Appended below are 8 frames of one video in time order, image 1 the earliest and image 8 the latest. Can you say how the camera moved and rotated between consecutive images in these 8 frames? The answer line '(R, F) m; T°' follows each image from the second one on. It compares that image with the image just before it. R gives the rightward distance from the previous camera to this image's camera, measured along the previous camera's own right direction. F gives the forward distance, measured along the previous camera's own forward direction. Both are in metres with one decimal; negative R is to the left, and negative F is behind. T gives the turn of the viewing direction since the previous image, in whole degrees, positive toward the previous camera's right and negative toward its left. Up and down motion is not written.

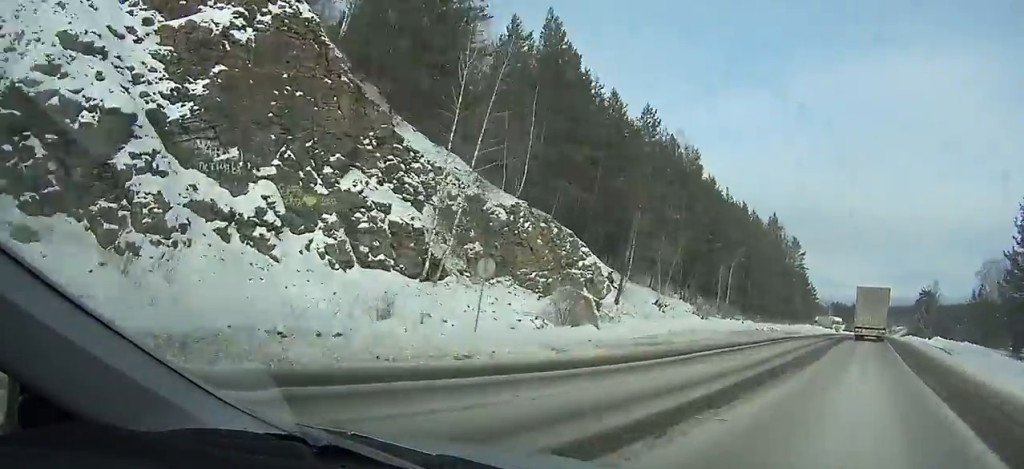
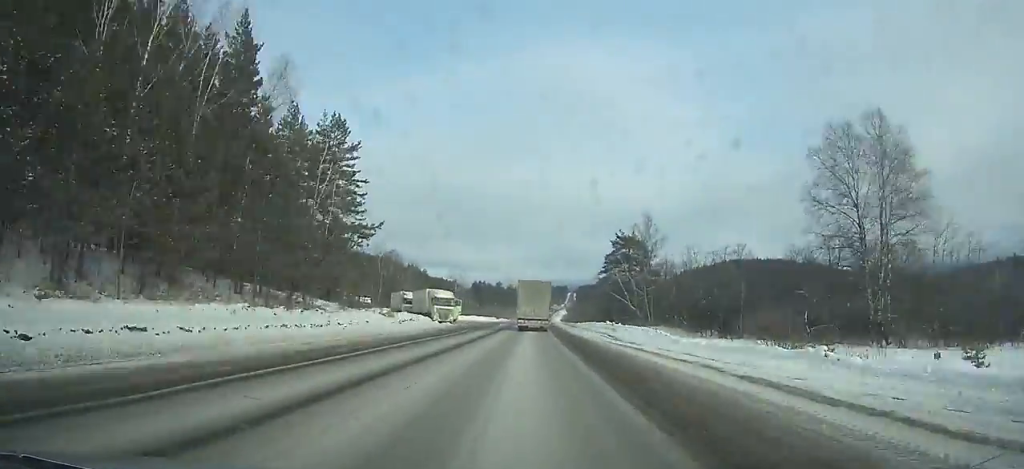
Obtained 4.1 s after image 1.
(+1.1, +85.0) m; +2°
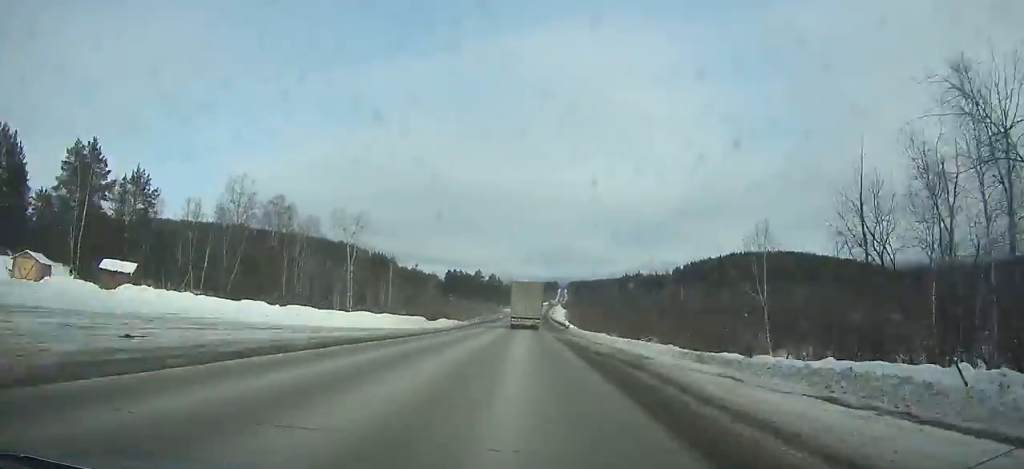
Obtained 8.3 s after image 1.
(+1.4, +89.6) m; +1°
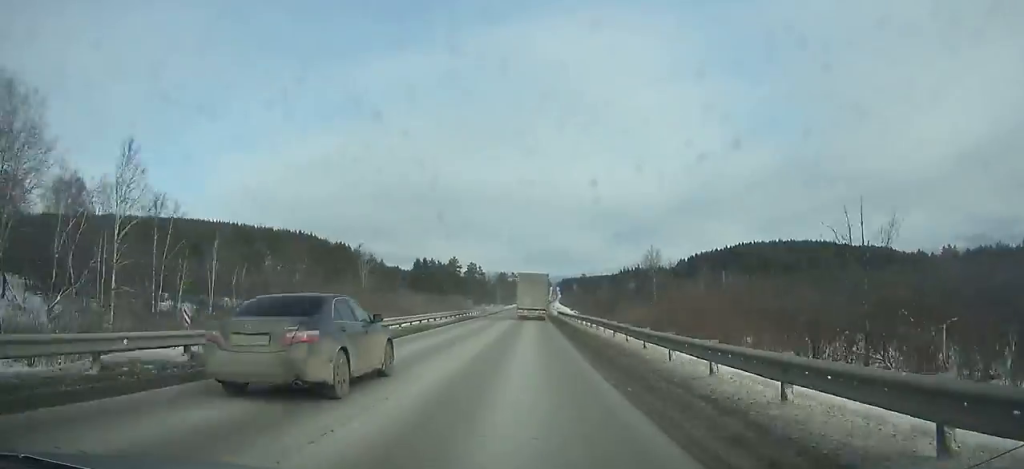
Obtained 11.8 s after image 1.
(+0.3, +76.4) m; +1°
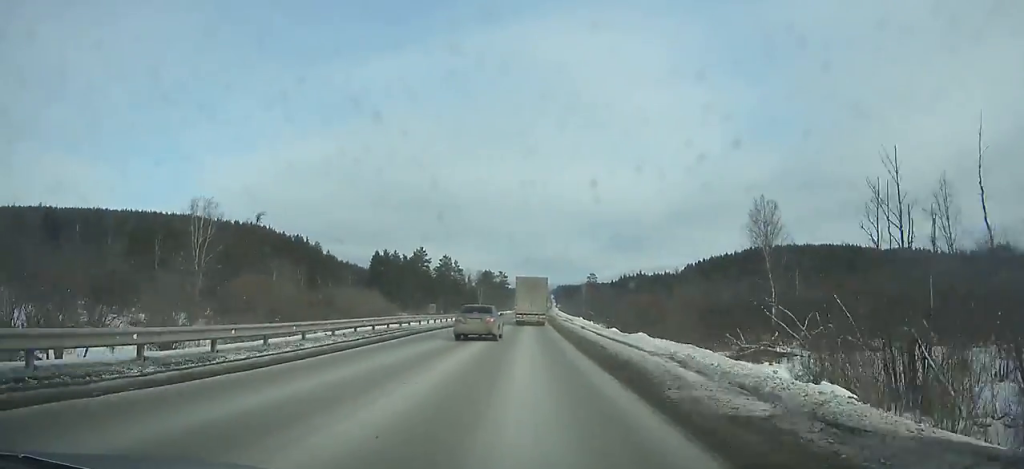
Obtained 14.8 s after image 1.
(+0.6, +65.7) m; +1°
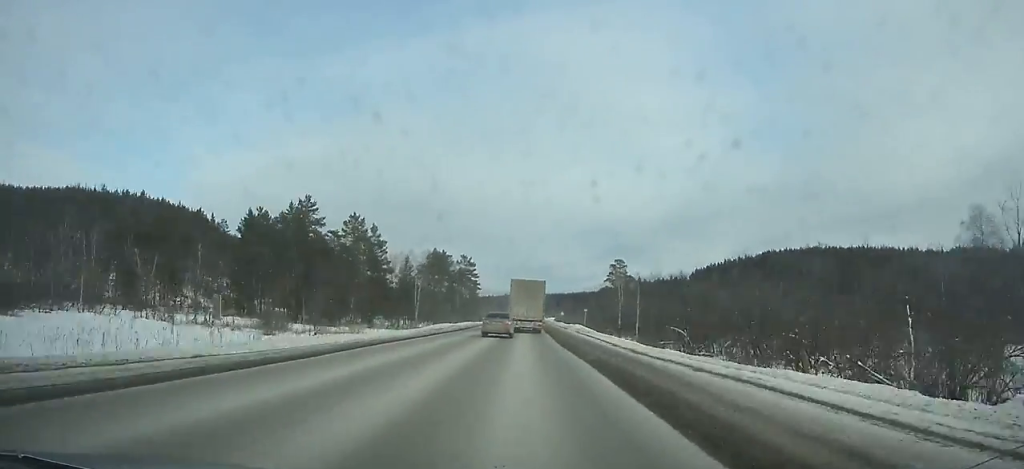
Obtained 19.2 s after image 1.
(+0.9, +94.7) m; +1°
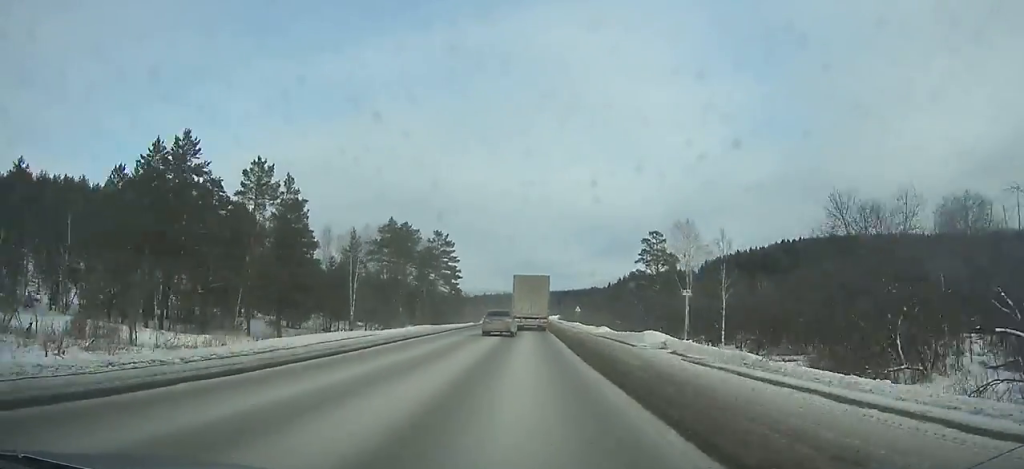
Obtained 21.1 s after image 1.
(+0.1, +39.7) m; 0°
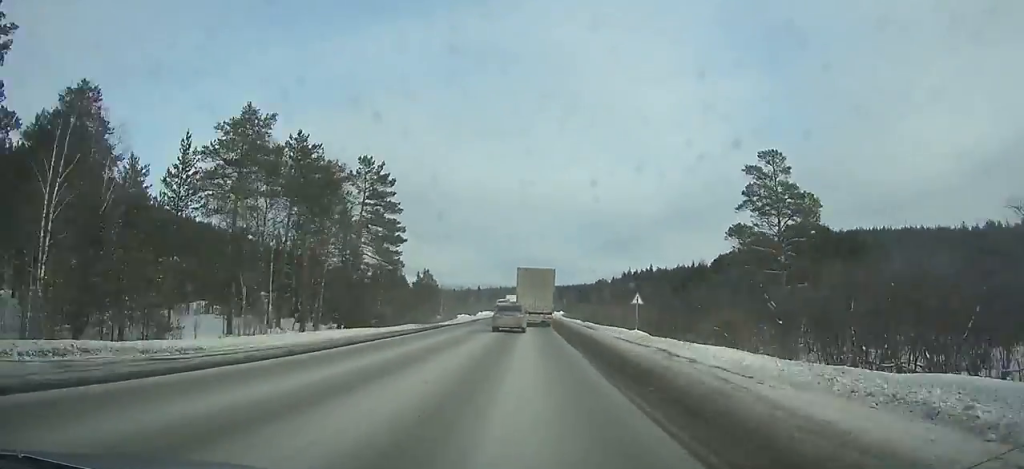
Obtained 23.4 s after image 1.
(+0.1, +47.2) m; 0°
